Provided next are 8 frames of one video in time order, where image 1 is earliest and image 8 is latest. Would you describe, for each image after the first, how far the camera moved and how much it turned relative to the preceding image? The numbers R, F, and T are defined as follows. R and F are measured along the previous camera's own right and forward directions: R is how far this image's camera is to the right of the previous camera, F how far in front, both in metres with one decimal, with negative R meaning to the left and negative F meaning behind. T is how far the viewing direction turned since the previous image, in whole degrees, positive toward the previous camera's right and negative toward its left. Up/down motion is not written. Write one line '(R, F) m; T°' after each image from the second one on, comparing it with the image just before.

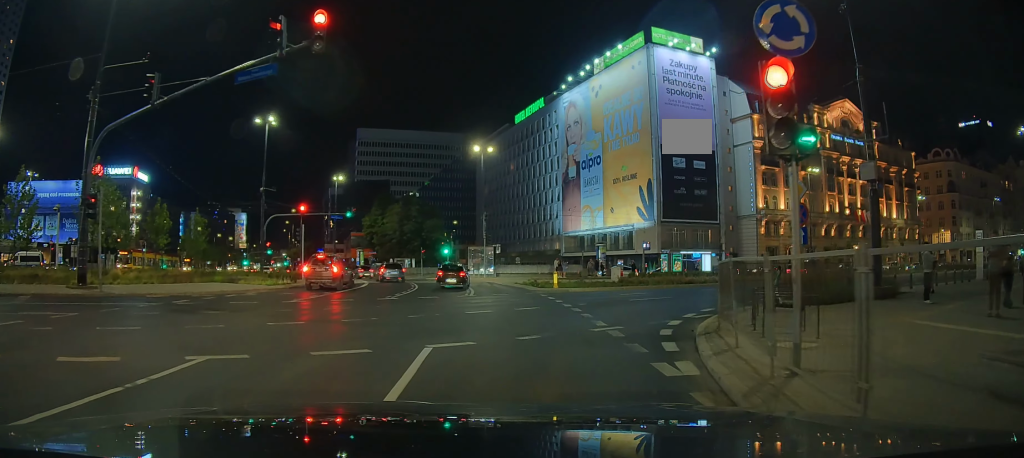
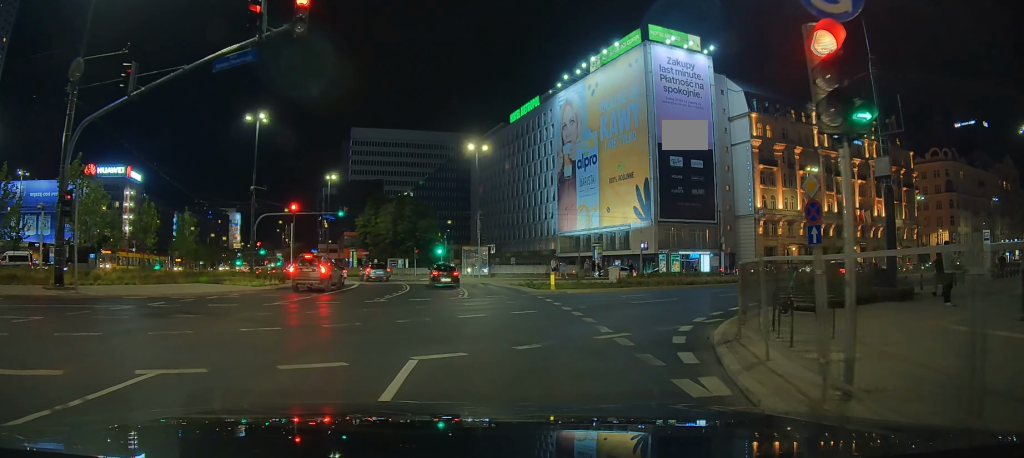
(0.0, +1.6) m; +1°
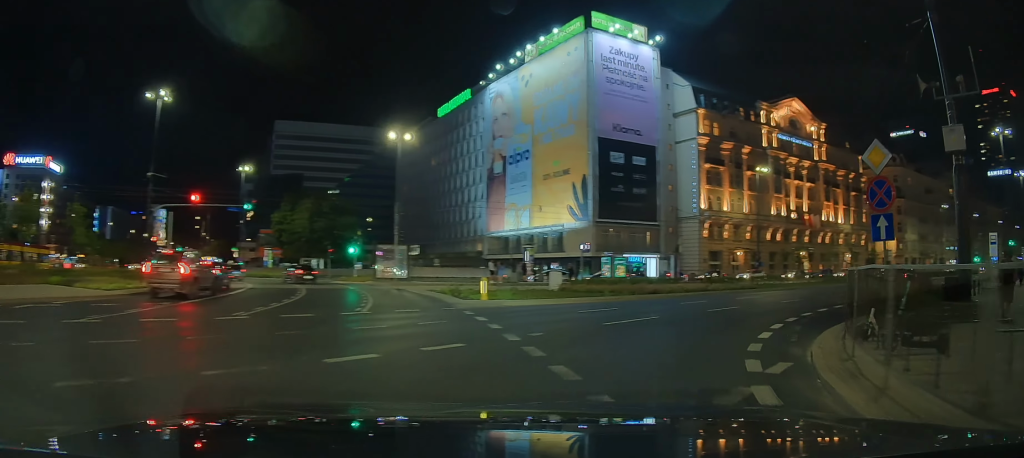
(+0.8, +7.1) m; +19°
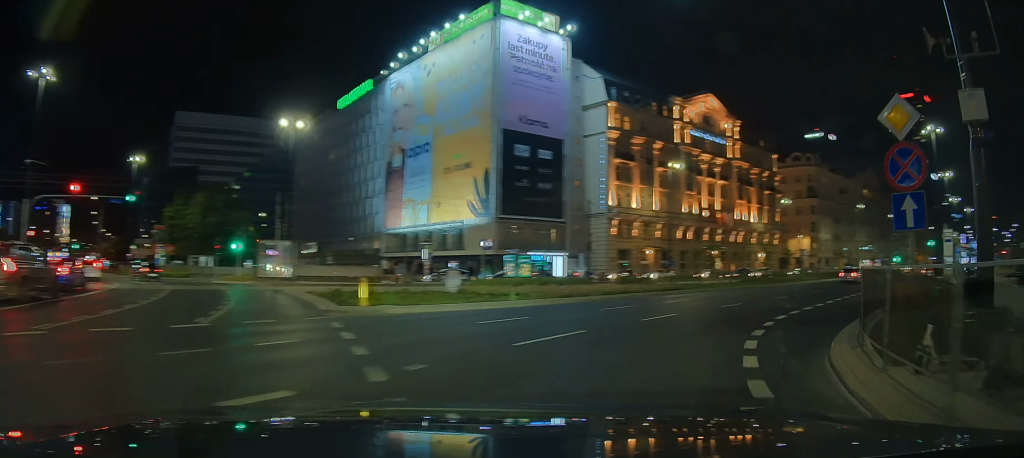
(+0.4, +4.0) m; +10°
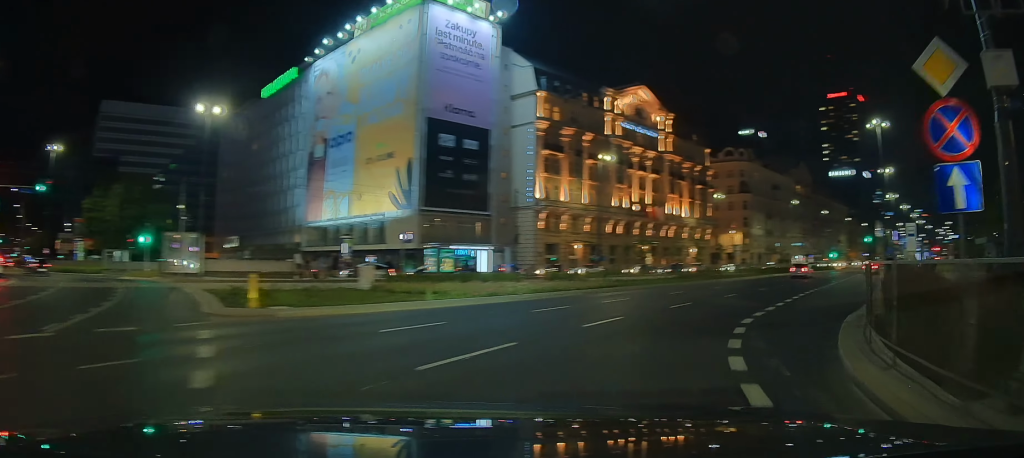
(+0.2, +2.7) m; +5°
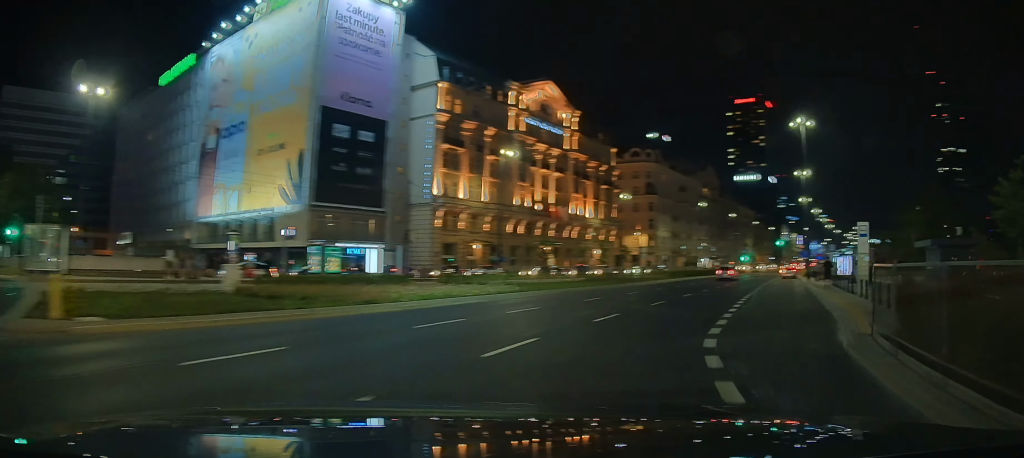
(+0.2, +3.9) m; +8°
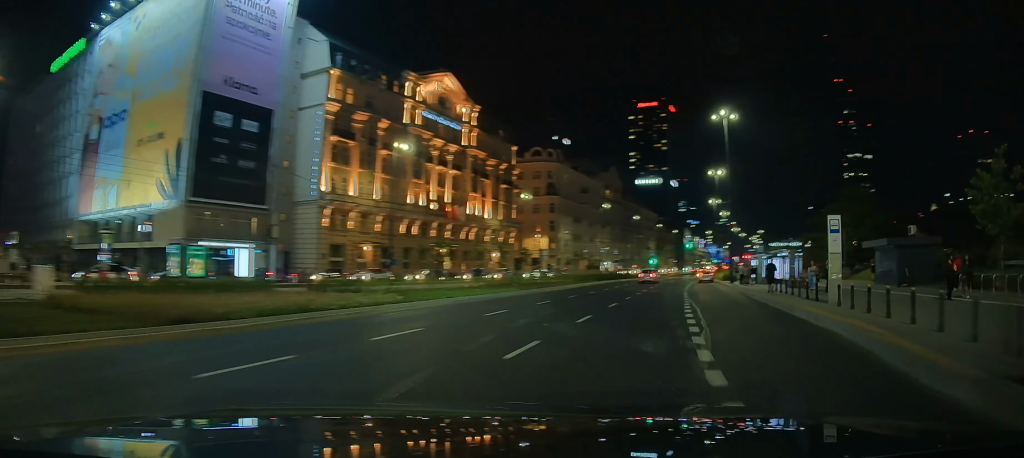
(0.0, +4.2) m; +8°
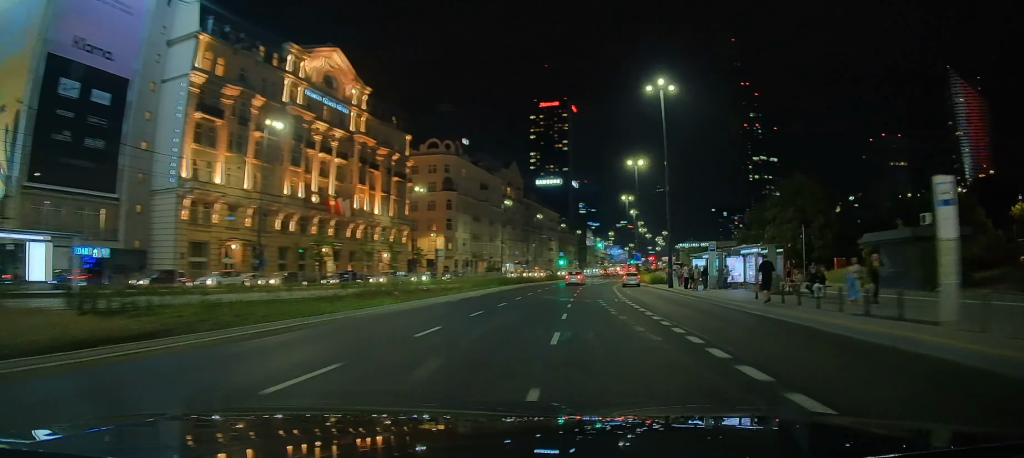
(+1.0, +7.7) m; +11°
